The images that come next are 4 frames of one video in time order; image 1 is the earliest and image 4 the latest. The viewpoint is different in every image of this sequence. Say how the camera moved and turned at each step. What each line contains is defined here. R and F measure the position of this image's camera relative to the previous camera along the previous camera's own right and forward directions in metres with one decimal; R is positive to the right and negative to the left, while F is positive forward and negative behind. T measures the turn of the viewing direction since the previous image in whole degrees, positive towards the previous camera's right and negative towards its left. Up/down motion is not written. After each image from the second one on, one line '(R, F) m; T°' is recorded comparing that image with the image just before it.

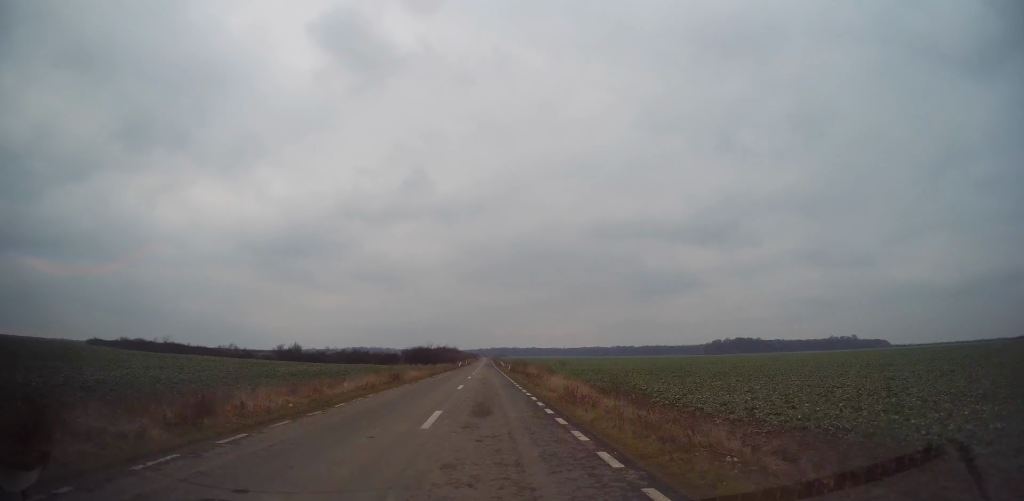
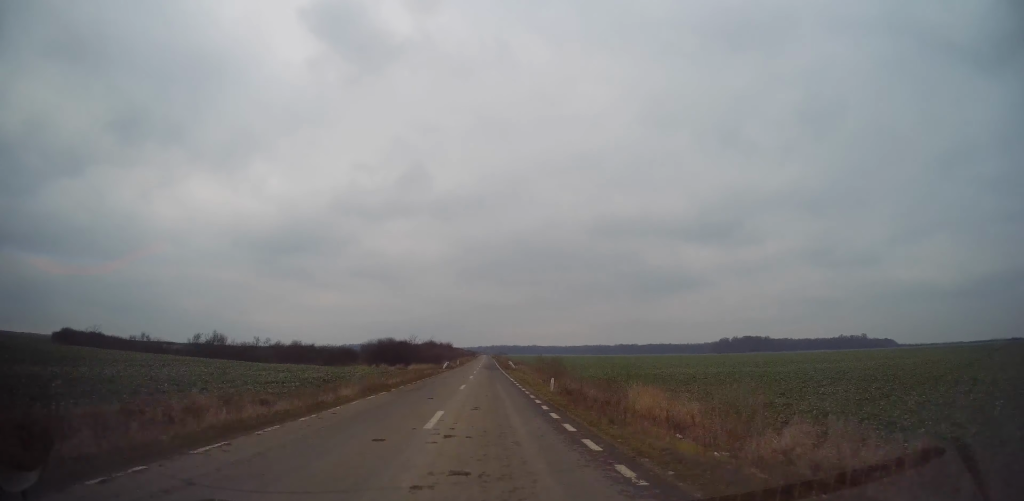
(0.0, +34.8) m; 0°
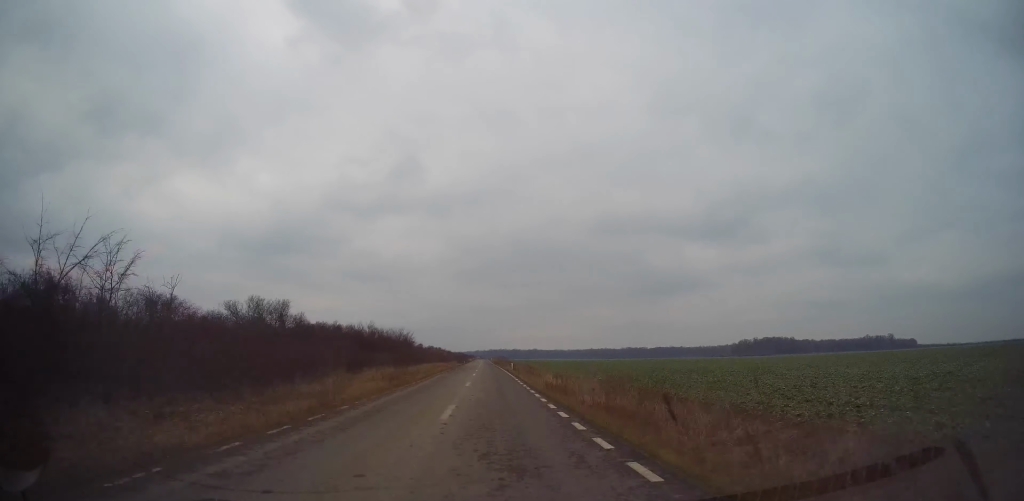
(+1.0, +92.7) m; +1°
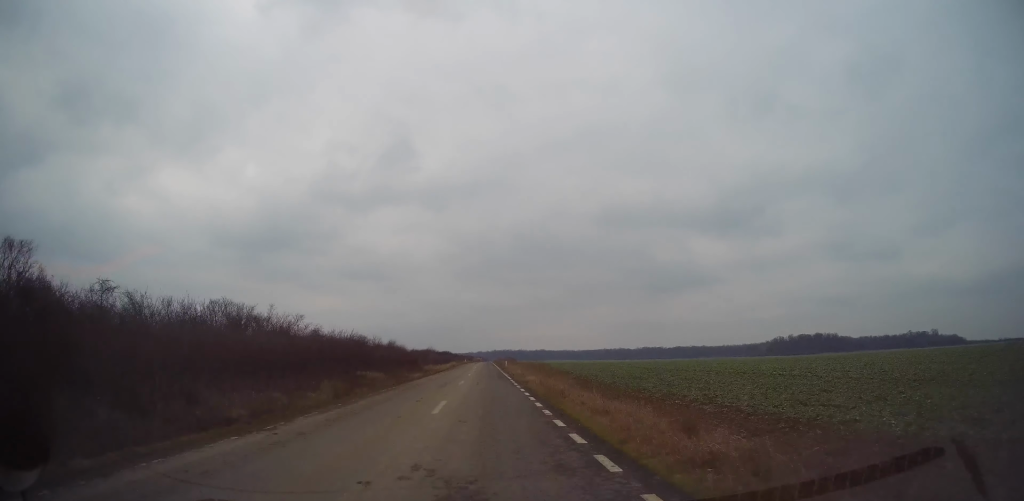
(-0.8, +117.9) m; 0°
